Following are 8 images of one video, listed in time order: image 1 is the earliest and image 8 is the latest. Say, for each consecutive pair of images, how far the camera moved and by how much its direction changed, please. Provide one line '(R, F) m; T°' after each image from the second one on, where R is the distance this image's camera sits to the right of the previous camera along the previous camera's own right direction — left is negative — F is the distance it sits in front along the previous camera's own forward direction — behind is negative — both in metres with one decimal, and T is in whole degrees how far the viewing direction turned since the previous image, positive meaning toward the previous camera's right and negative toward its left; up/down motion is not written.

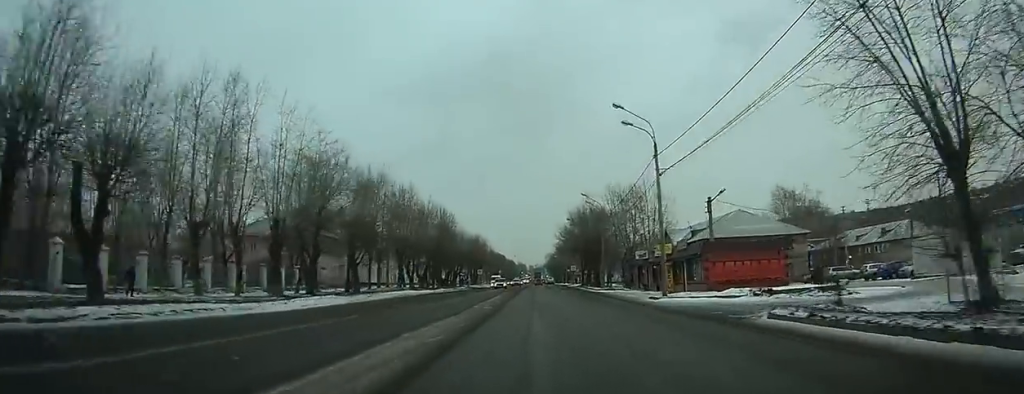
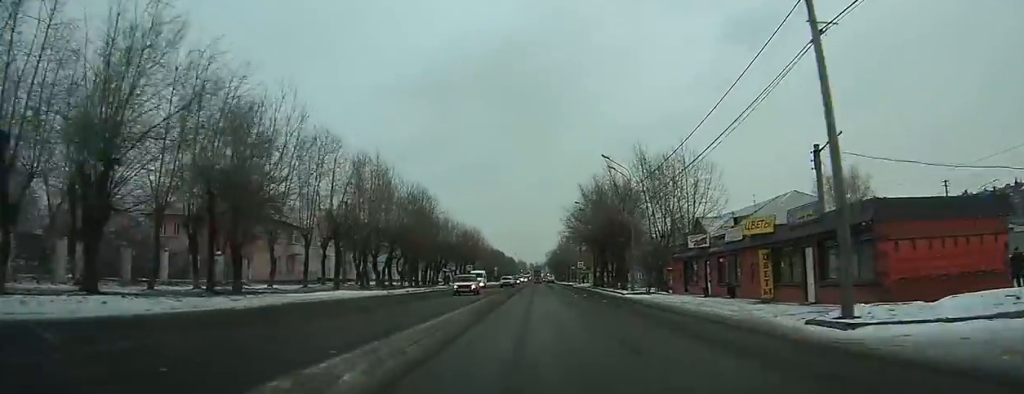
(0.0, +19.4) m; 0°
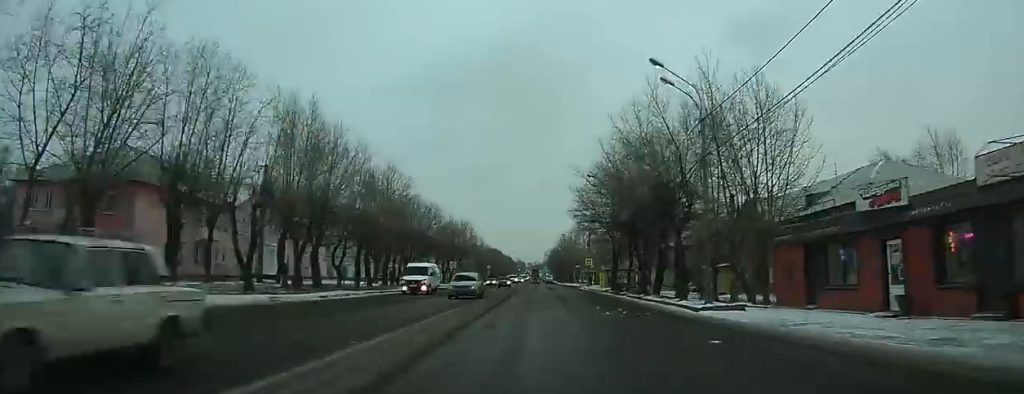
(-0.2, +19.8) m; -1°
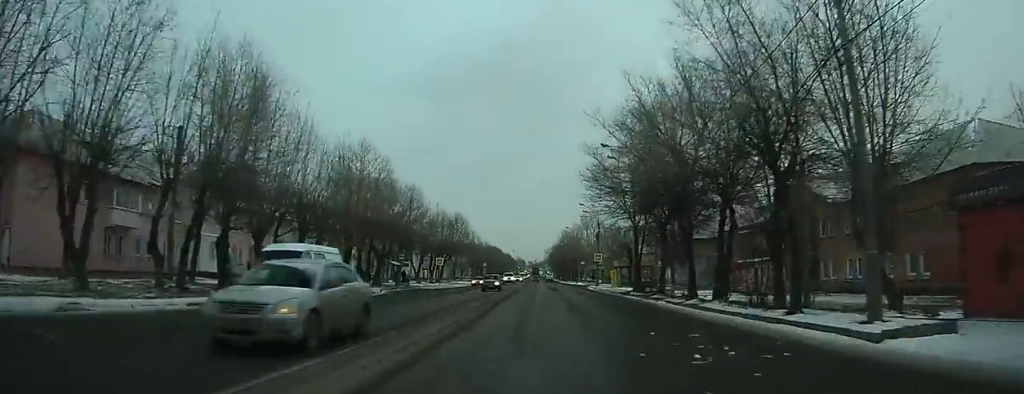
(0.0, +12.2) m; -1°
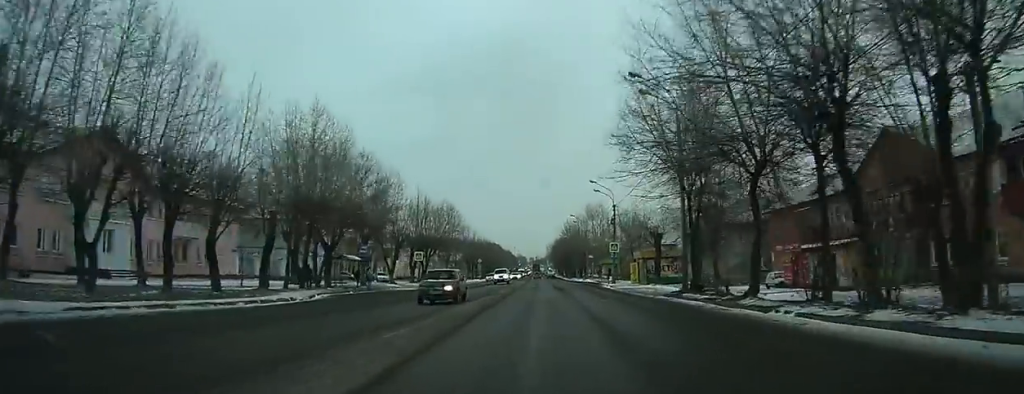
(-0.2, +14.1) m; 0°
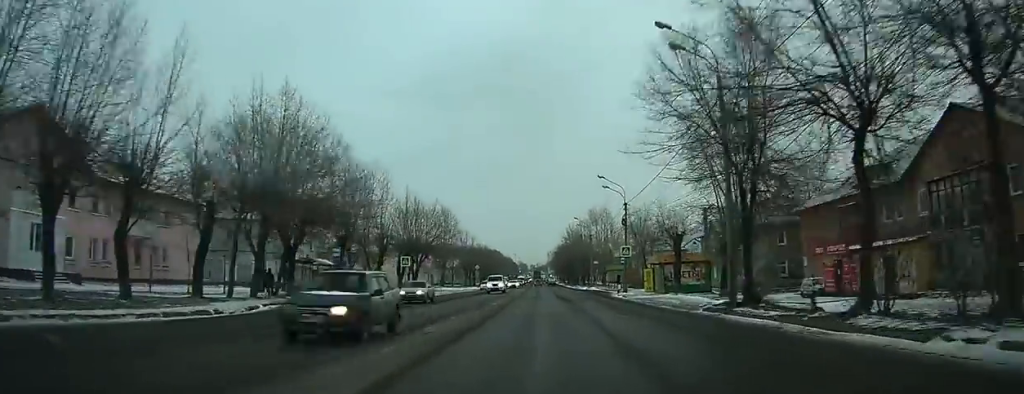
(0.0, +6.7) m; 0°
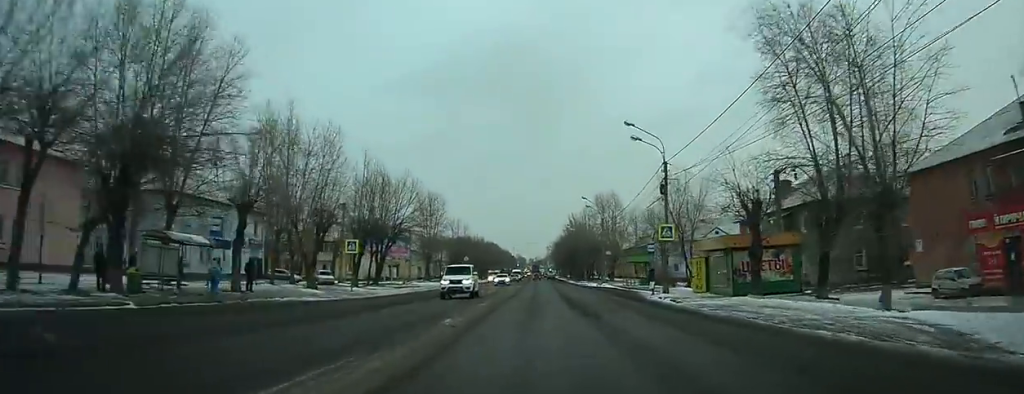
(+0.2, +16.0) m; +1°
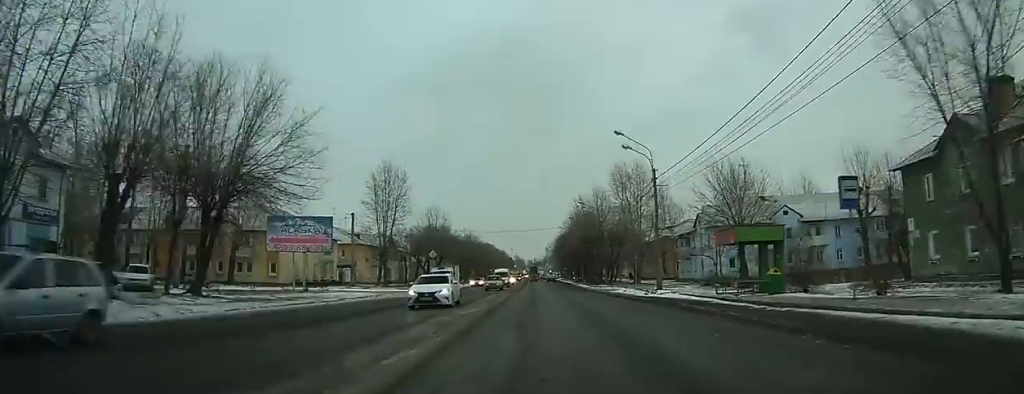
(+0.5, +30.5) m; +2°
